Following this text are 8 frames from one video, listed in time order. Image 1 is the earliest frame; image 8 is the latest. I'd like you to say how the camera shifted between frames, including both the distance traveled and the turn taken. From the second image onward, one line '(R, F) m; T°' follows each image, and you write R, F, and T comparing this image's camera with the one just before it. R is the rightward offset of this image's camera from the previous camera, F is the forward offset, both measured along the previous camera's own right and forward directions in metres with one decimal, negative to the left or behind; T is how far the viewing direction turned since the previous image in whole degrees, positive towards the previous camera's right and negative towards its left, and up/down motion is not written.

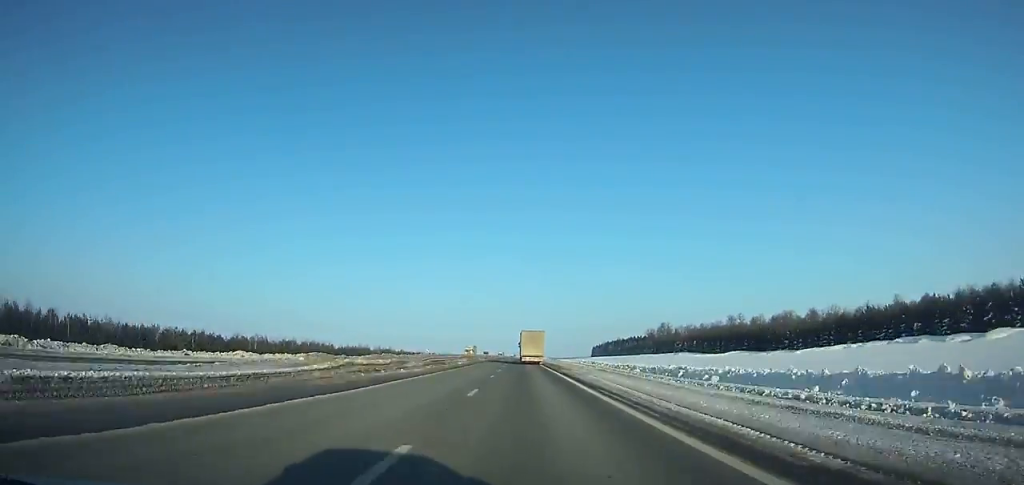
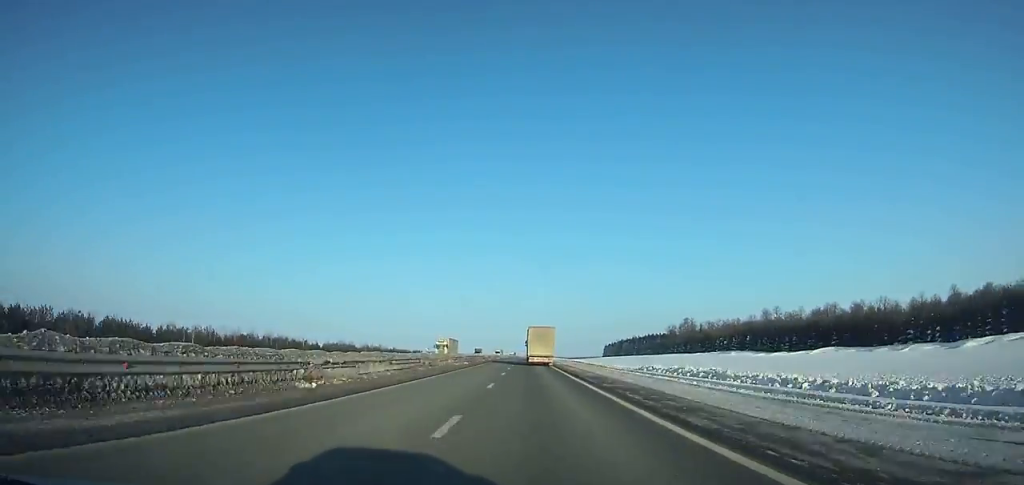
(-0.2, +44.5) m; 0°
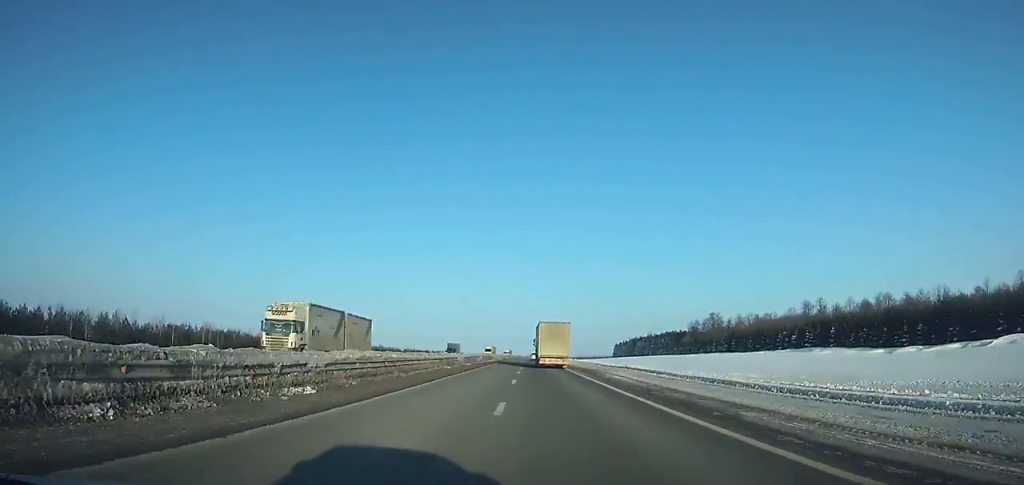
(+0.1, +45.3) m; 0°
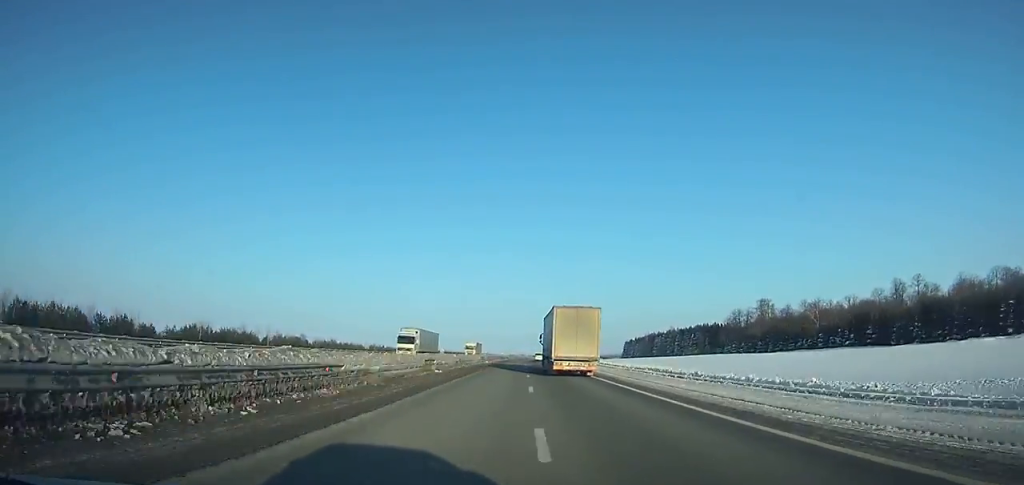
(+0.2, +77.0) m; 0°
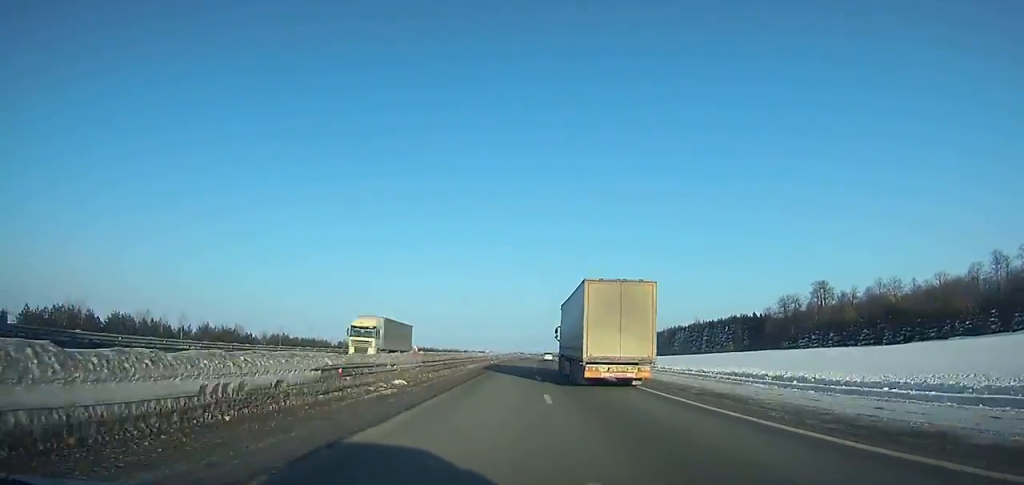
(-0.1, +51.8) m; 0°
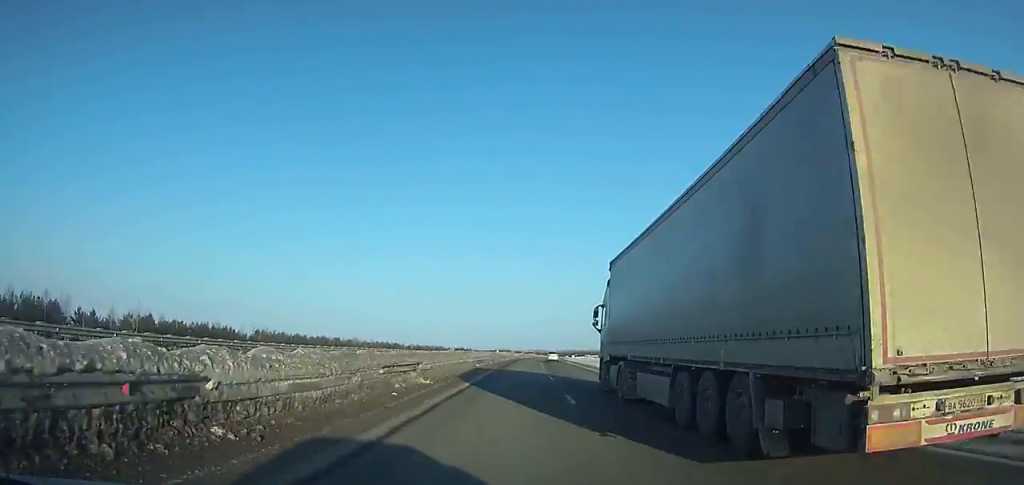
(+0.6, +72.4) m; +2°
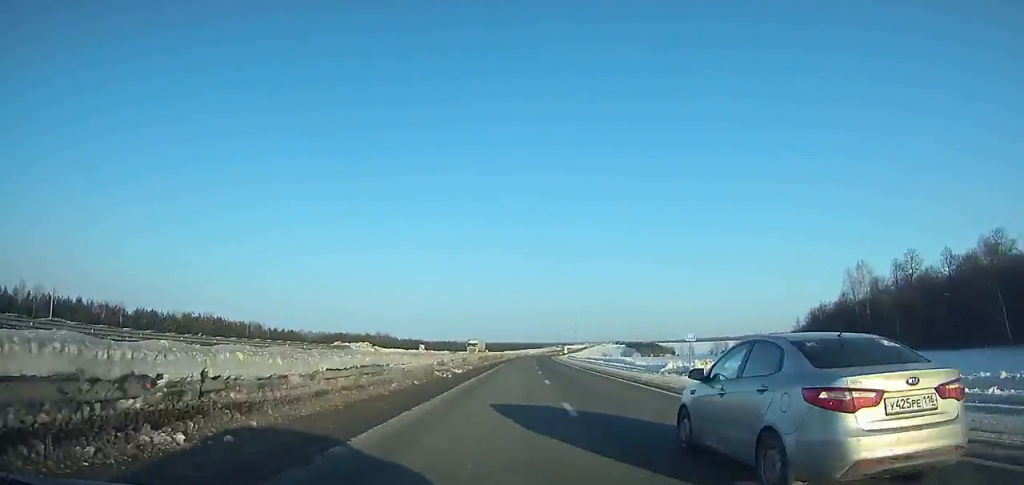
(+22.4, +328.2) m; +7°
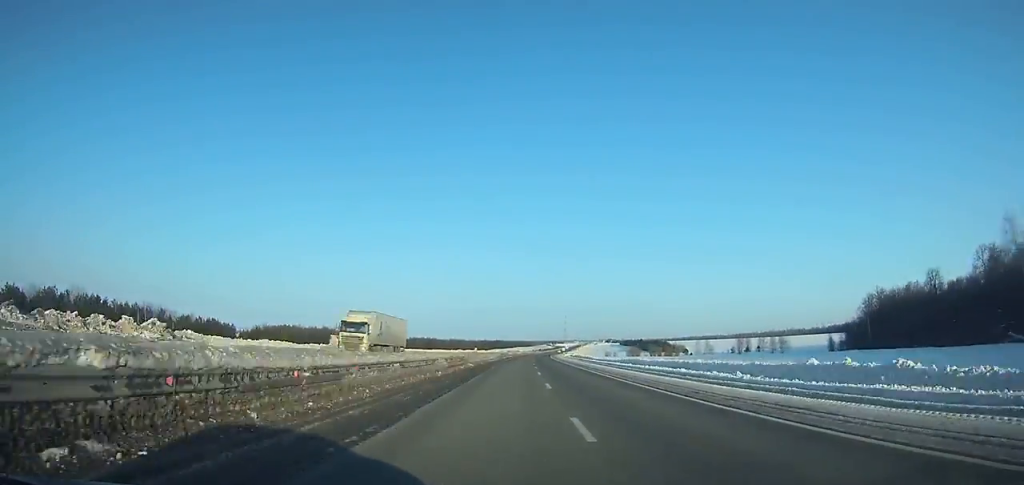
(+0.3, +51.0) m; +1°
